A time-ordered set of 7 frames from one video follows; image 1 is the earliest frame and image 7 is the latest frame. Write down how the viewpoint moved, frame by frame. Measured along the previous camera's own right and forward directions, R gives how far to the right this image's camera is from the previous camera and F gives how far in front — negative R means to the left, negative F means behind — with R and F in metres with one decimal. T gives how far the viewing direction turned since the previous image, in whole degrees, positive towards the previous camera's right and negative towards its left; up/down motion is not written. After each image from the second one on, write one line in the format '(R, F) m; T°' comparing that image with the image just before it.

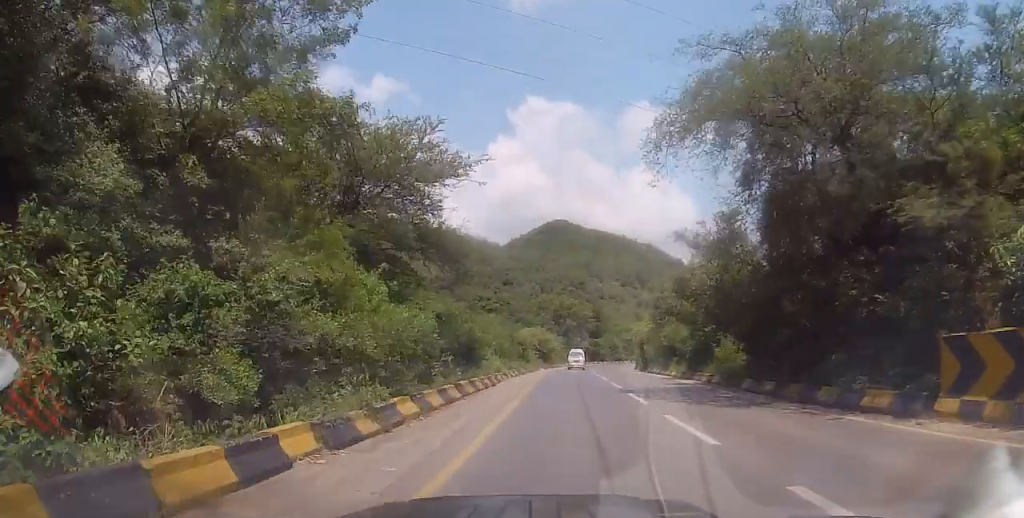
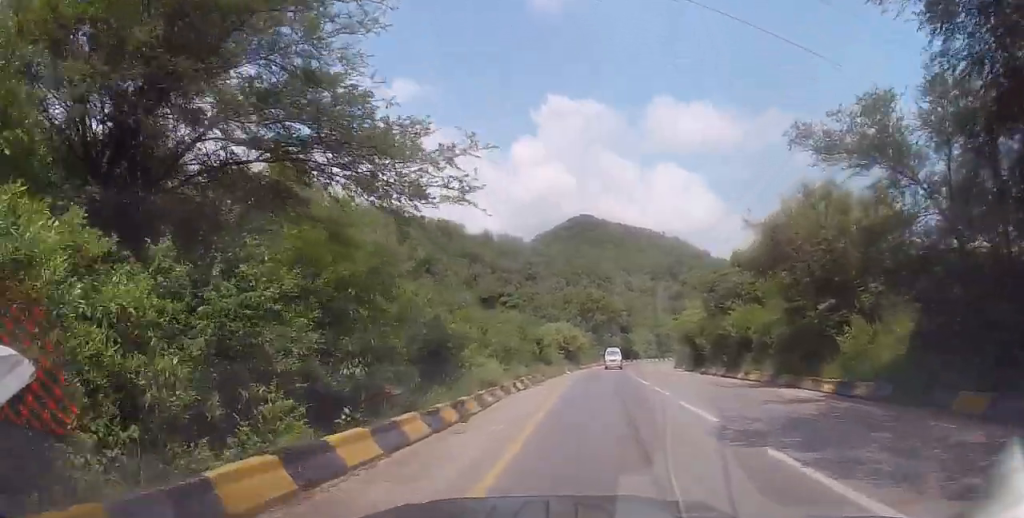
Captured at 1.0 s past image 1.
(-0.5, +10.1) m; -2°
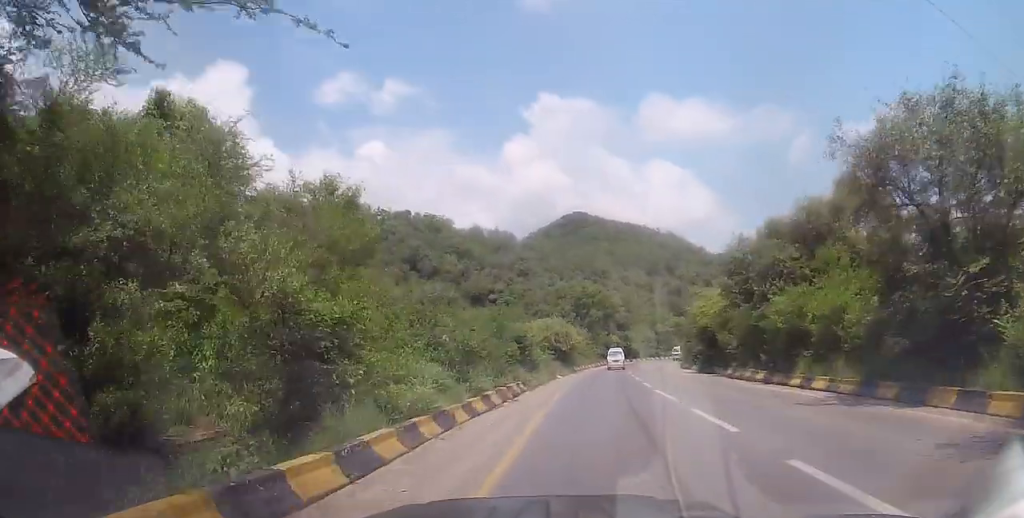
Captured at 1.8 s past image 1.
(+0.1, +7.2) m; 0°
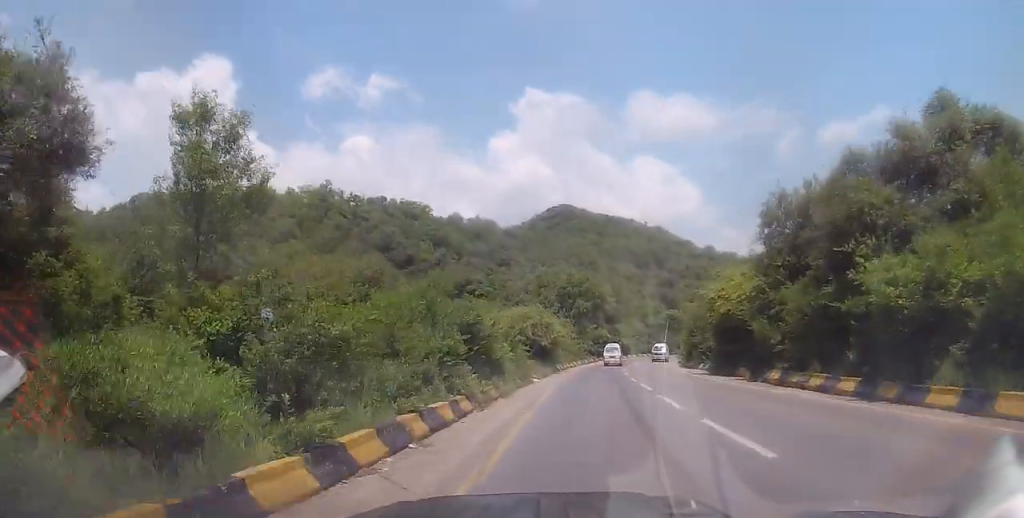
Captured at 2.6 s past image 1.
(0.0, +8.4) m; +2°
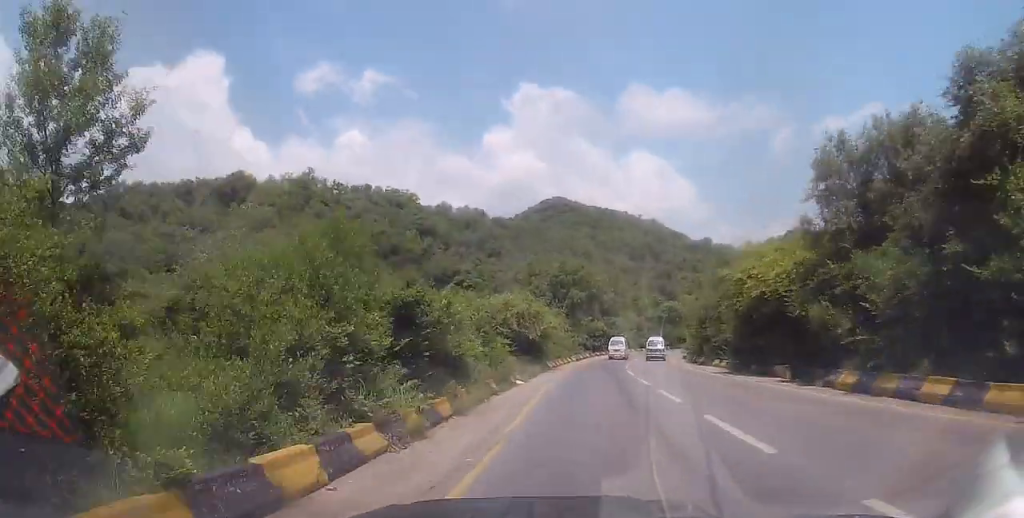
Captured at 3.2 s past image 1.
(+0.1, +5.8) m; +1°
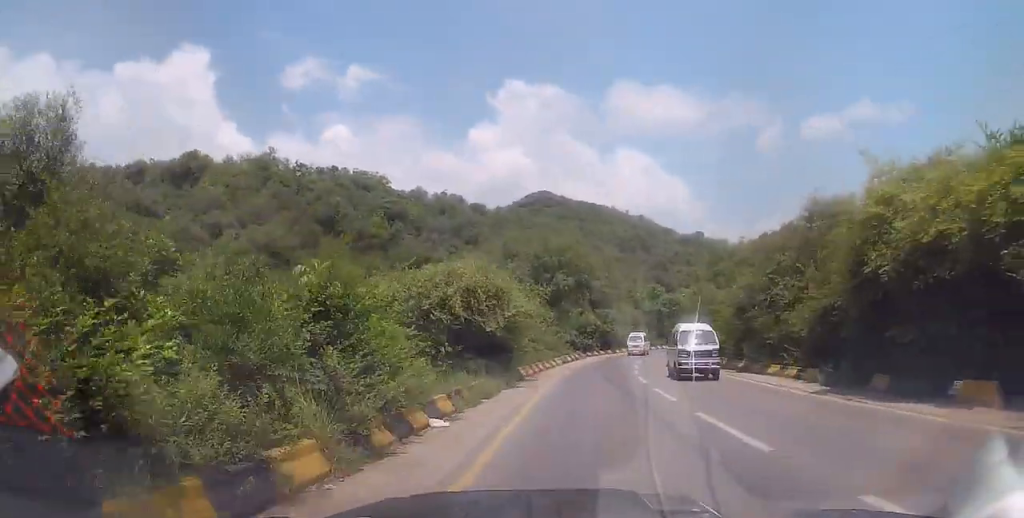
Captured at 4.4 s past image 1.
(+0.1, +12.0) m; -1°
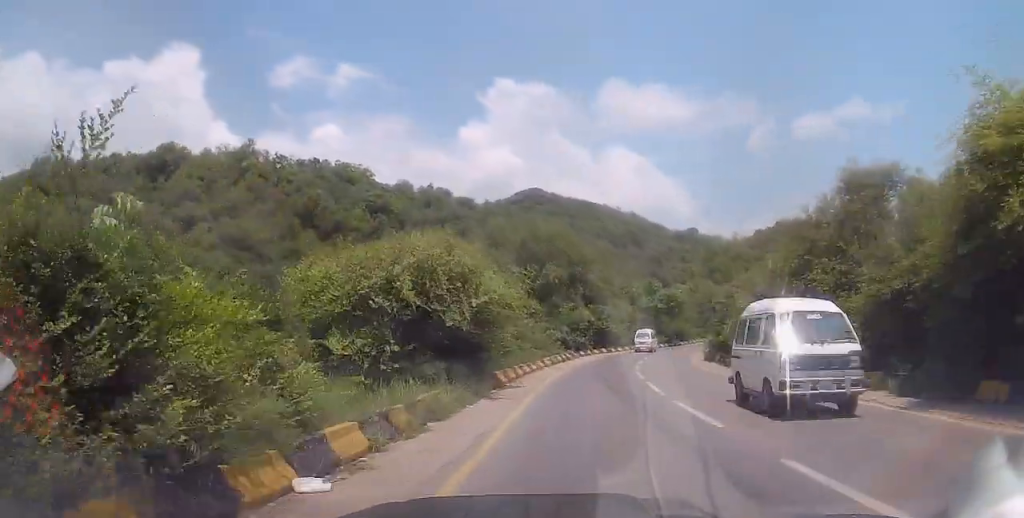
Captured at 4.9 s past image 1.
(-0.1, +4.7) m; -1°
